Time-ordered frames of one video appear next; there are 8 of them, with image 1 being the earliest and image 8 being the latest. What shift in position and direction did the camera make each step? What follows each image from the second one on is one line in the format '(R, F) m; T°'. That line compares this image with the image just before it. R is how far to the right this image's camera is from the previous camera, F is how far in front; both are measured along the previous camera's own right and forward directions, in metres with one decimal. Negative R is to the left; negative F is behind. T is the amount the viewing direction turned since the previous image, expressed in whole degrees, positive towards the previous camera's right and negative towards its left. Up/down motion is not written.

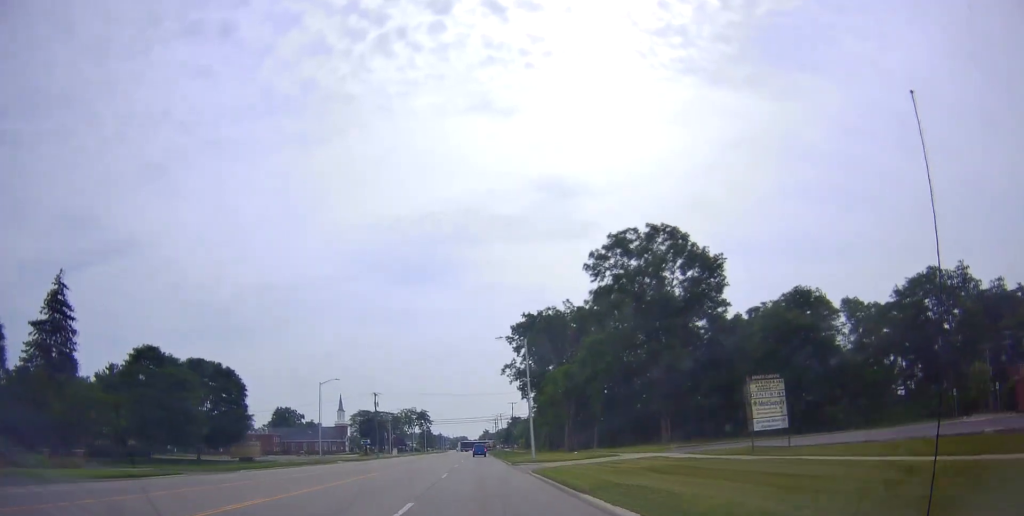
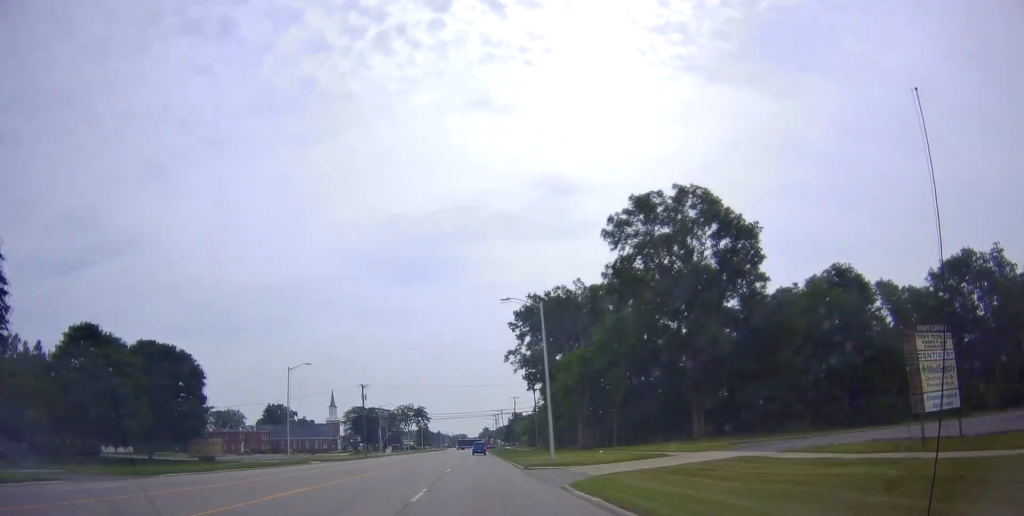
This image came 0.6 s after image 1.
(0.0, +11.4) m; +1°
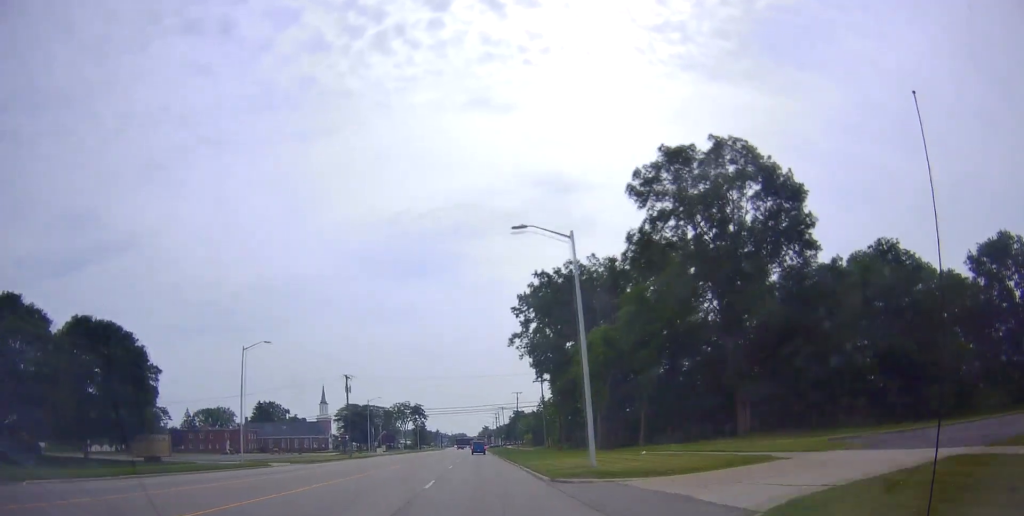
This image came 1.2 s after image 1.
(+0.3, +11.5) m; 0°
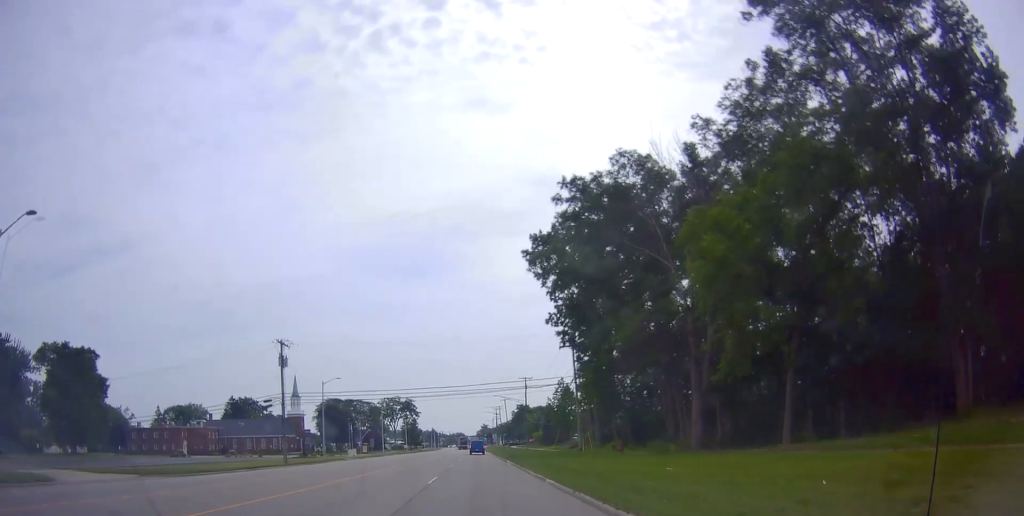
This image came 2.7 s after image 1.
(-0.3, +28.5) m; 0°
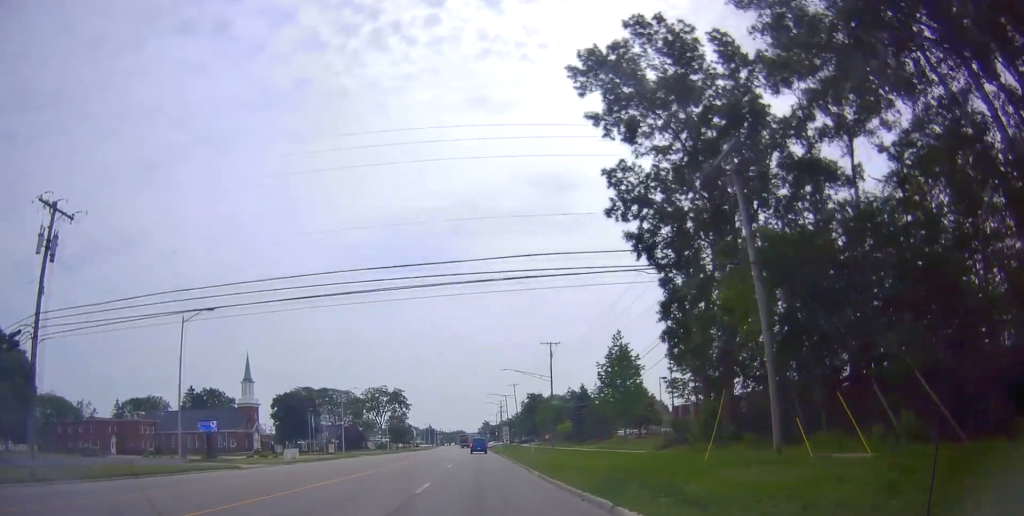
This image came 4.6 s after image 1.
(-0.3, +36.8) m; -2°
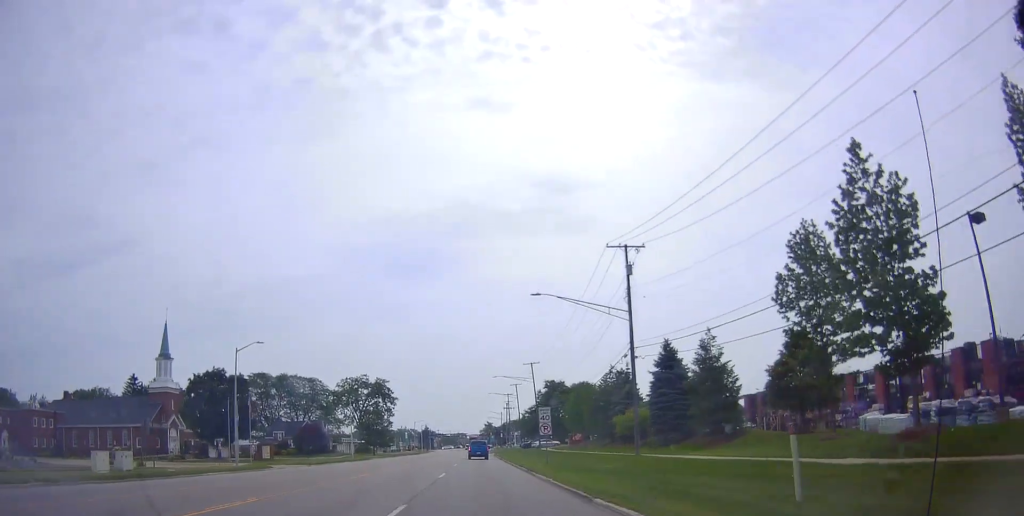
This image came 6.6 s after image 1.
(+0.2, +39.0) m; +2°
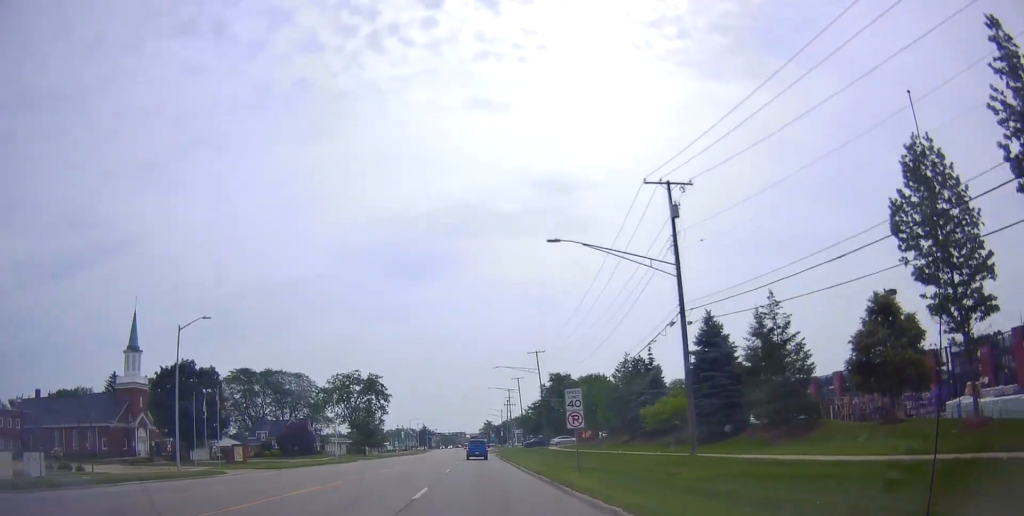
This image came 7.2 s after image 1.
(+0.2, +9.7) m; +1°
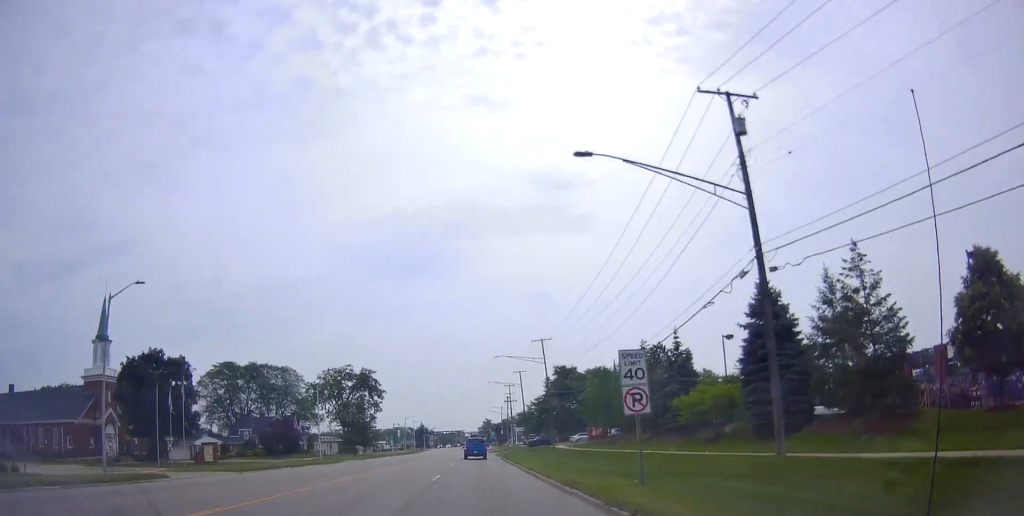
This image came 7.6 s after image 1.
(+0.1, +8.5) m; 0°
